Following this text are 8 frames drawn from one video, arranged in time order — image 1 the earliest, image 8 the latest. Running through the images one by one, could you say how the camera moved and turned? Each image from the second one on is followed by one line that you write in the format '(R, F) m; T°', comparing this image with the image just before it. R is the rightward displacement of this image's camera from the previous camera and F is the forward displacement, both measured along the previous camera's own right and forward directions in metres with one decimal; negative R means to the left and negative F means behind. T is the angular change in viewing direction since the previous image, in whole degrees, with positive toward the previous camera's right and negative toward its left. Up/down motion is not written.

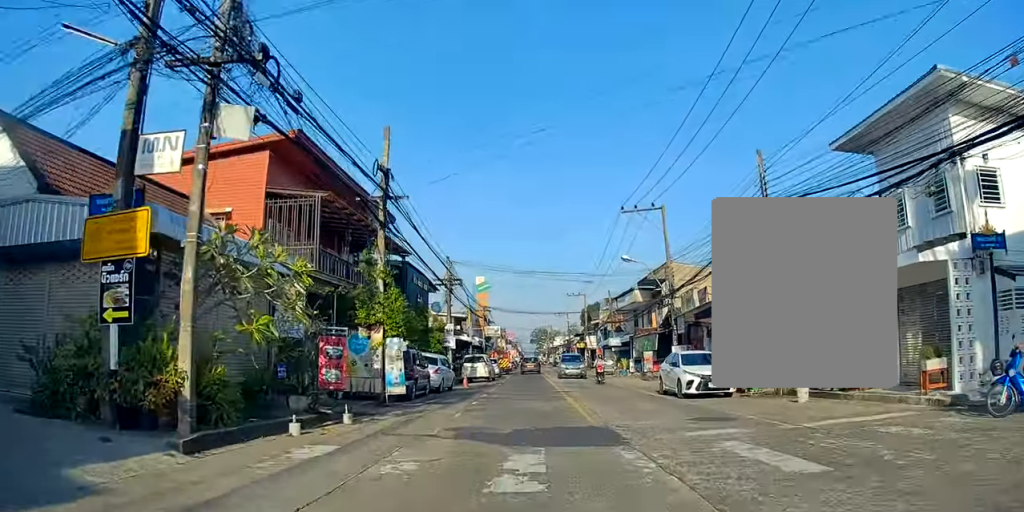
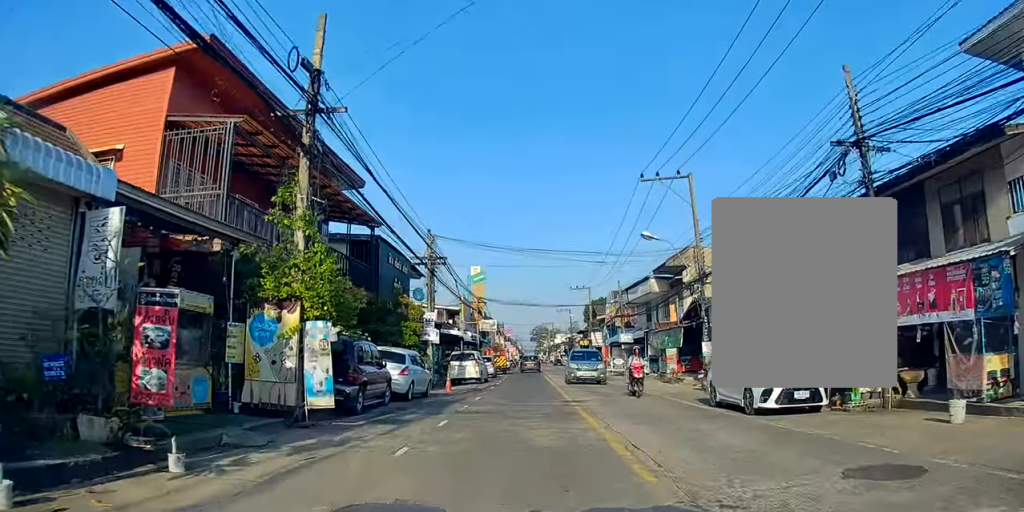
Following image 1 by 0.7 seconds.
(-0.1, +6.6) m; -1°
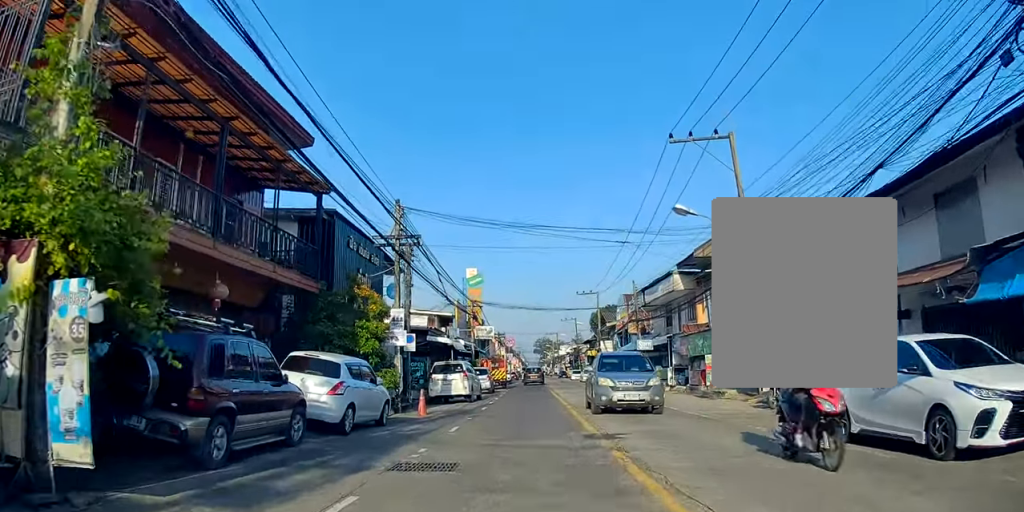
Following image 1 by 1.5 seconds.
(0.0, +6.9) m; 0°
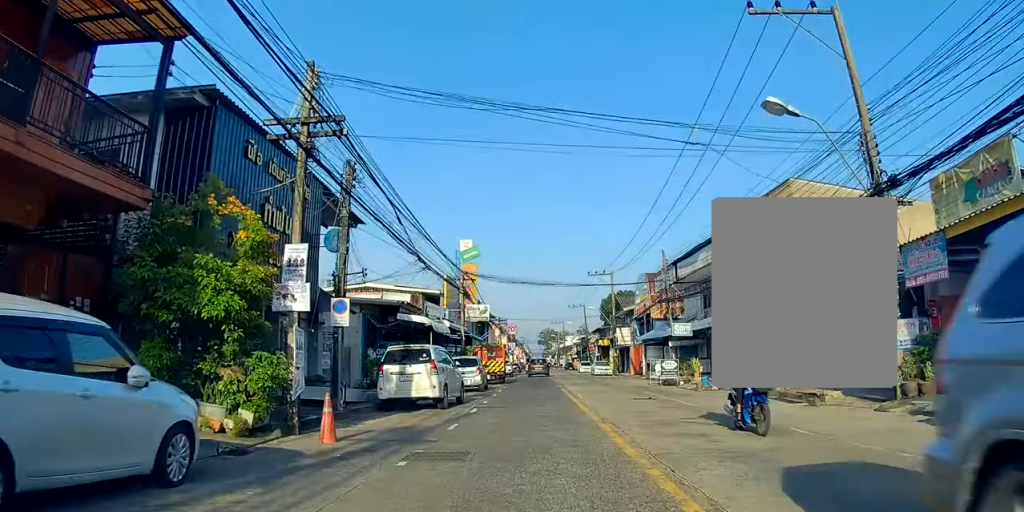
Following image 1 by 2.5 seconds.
(0.0, +9.1) m; +1°
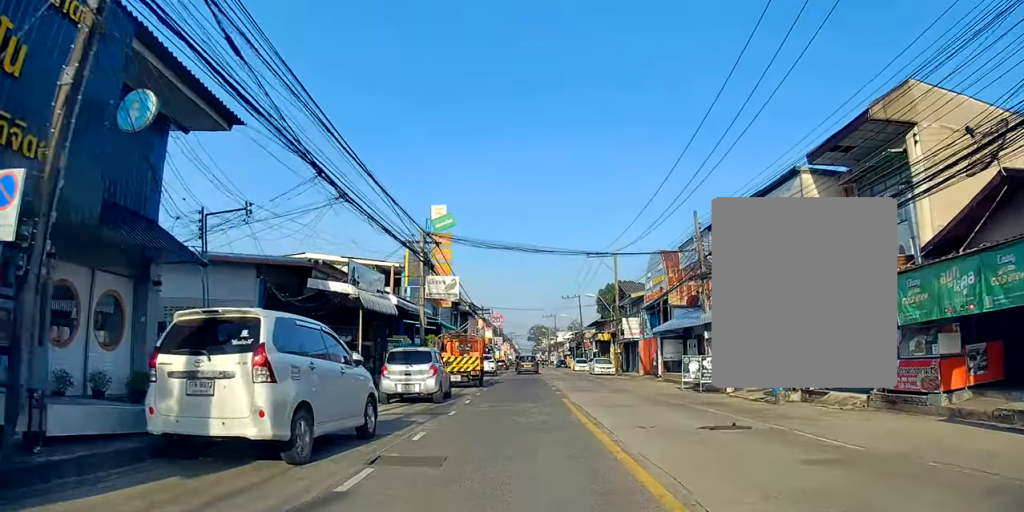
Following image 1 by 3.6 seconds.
(+0.2, +10.0) m; 0°
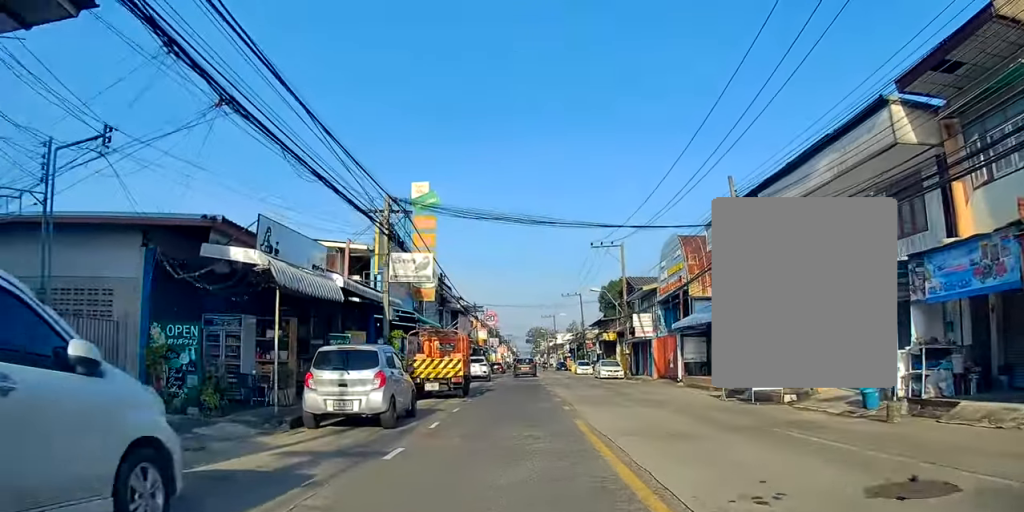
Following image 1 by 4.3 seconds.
(-0.1, +5.7) m; -1°
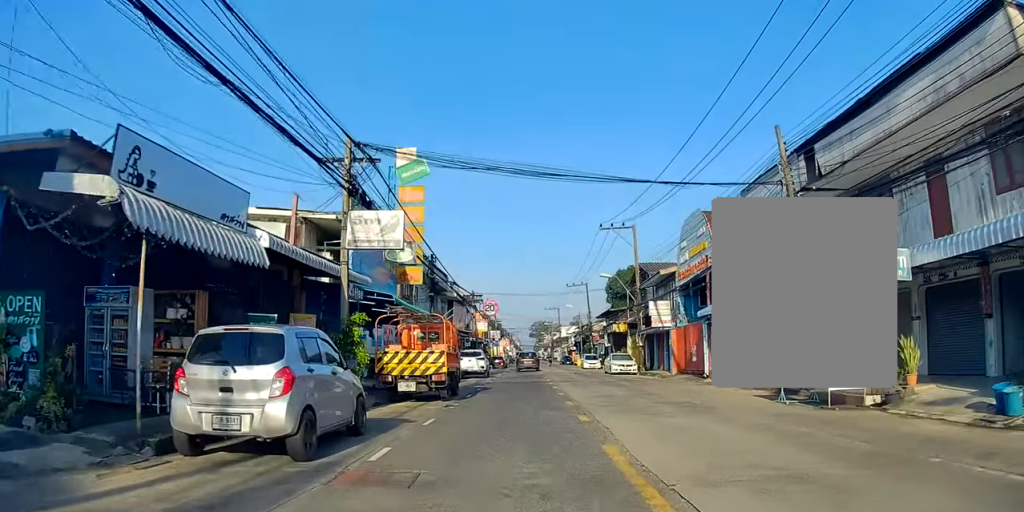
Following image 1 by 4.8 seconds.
(0.0, +4.4) m; -2°
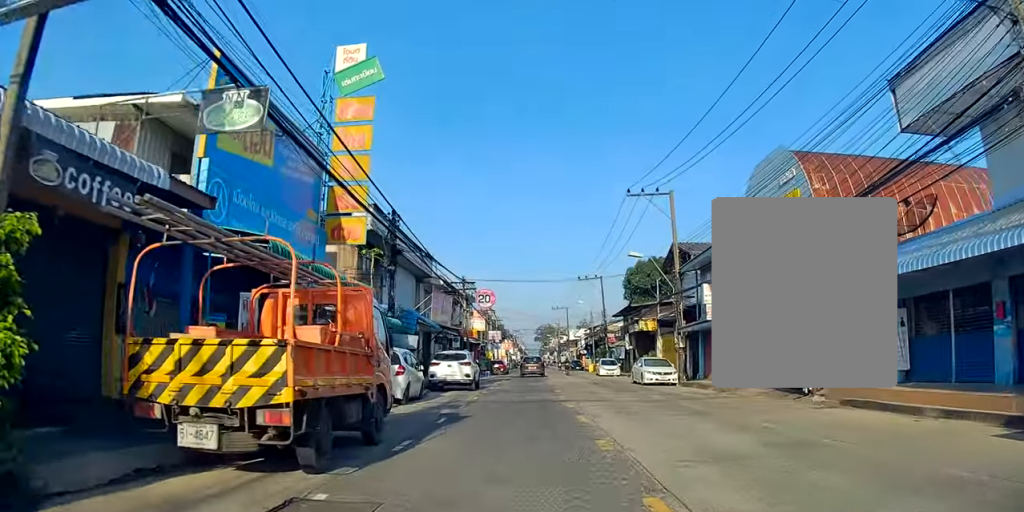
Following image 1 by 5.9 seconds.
(-0.2, +11.0) m; 0°
